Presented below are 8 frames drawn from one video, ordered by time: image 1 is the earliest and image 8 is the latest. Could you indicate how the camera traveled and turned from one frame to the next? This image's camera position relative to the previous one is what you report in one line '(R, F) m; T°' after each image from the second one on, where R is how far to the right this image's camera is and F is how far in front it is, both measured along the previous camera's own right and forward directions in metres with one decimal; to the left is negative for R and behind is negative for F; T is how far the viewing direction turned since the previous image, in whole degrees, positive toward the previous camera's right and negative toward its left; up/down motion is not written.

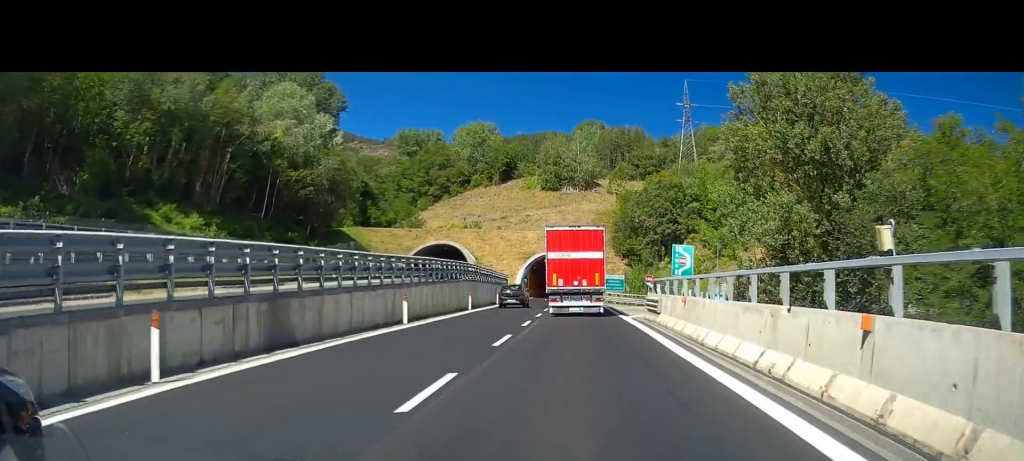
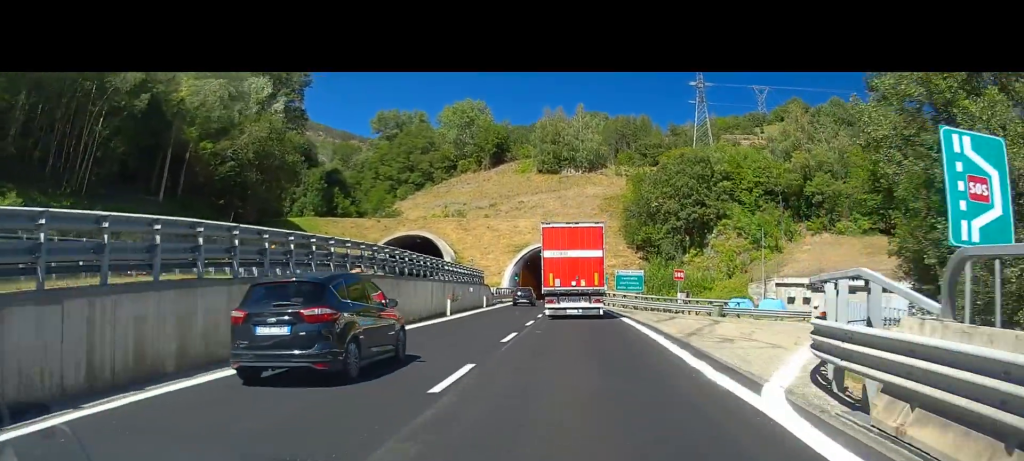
(-0.2, +21.4) m; 0°
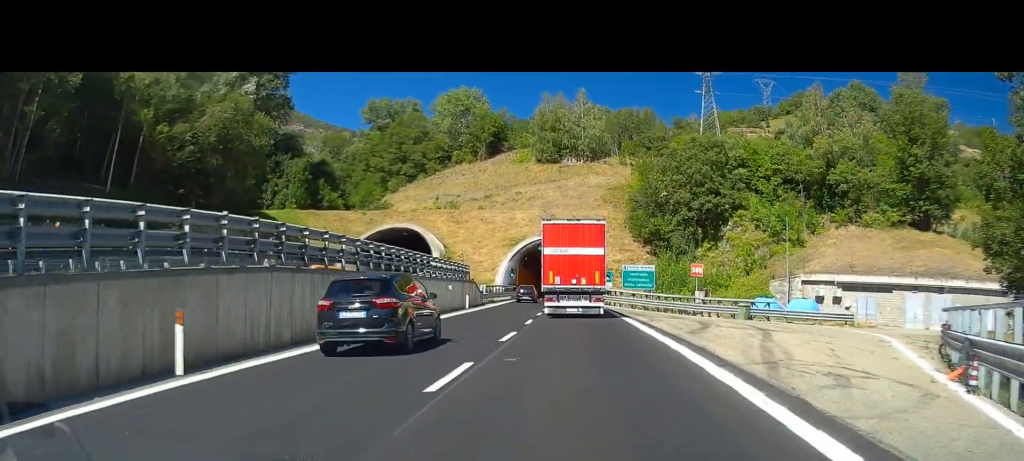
(0.0, +7.9) m; 0°
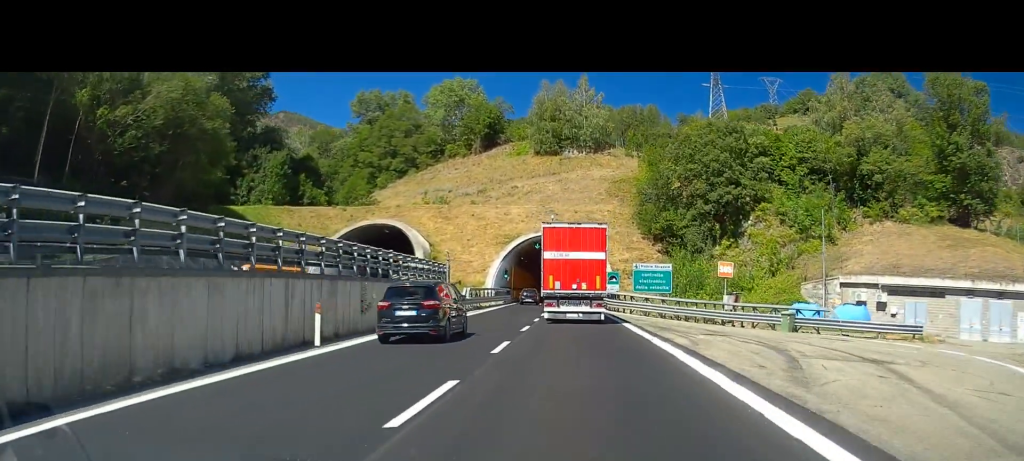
(0.0, +9.1) m; 0°
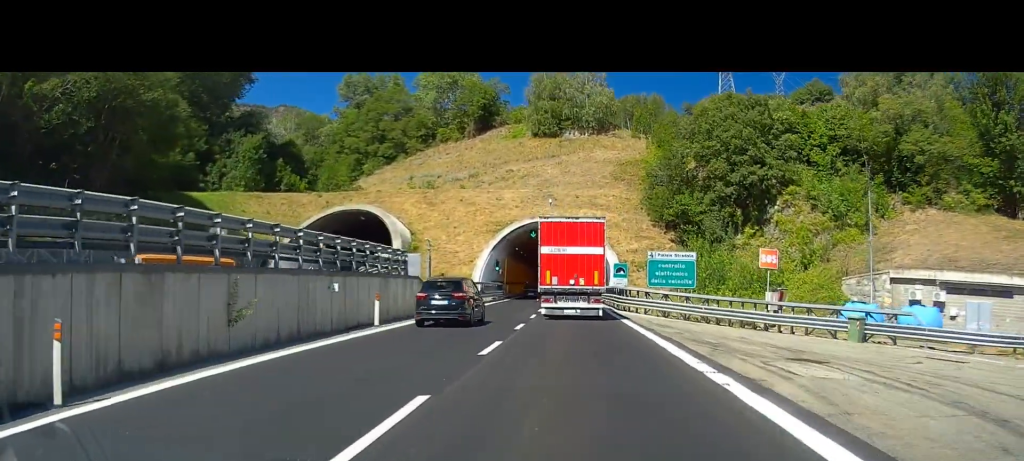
(0.0, +9.1) m; 0°
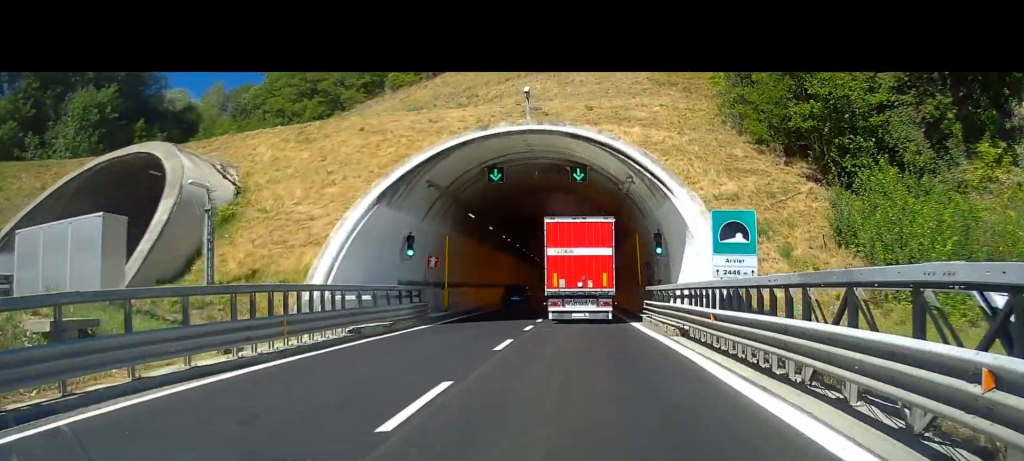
(-0.8, +36.5) m; -1°
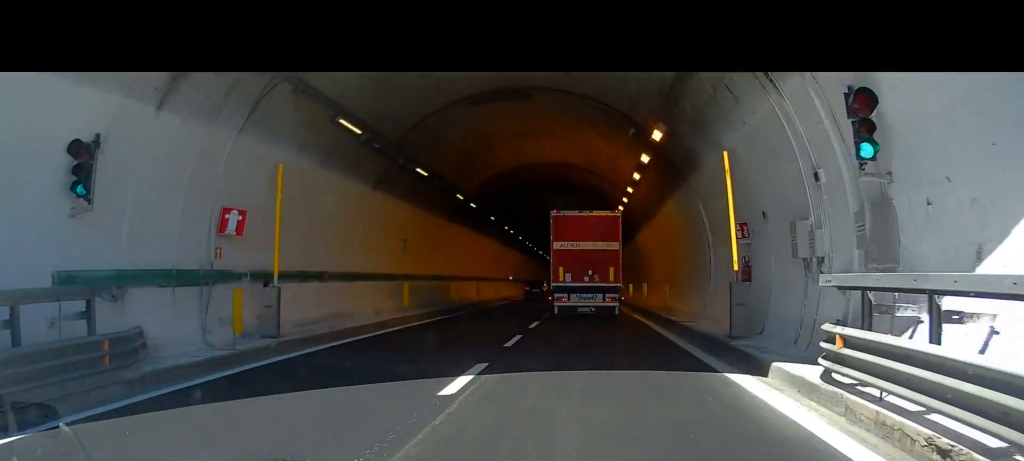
(+0.4, +19.1) m; 0°
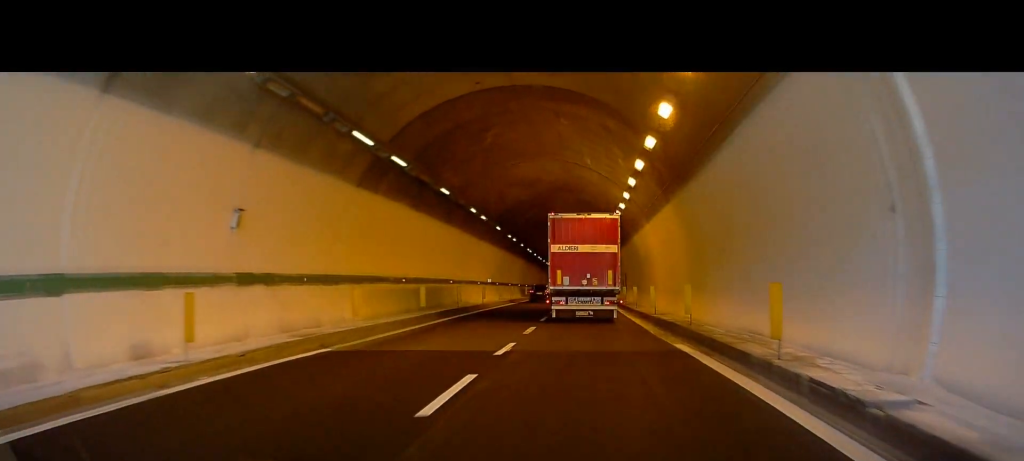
(-0.3, +12.8) m; 0°
